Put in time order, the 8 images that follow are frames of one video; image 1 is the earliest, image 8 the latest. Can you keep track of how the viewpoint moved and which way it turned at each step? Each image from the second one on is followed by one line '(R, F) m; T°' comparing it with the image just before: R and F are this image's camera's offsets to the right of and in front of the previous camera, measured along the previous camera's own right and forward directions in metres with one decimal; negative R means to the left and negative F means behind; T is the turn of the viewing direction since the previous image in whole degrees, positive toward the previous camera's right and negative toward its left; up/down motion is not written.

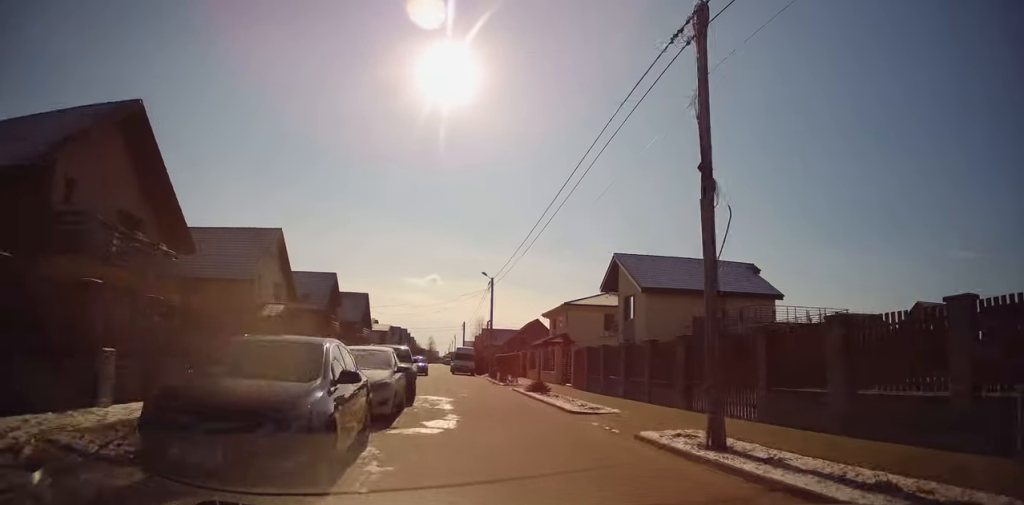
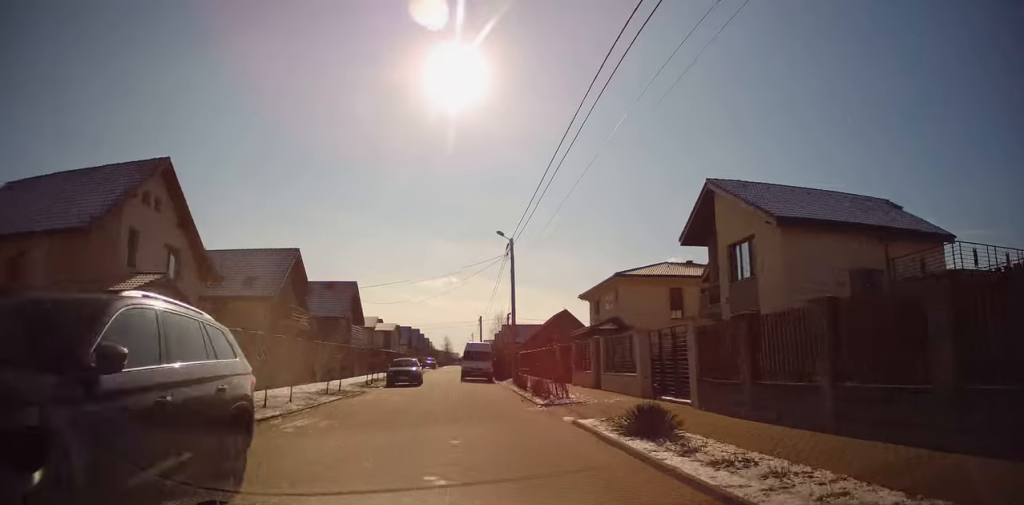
(+0.3, +13.6) m; -1°
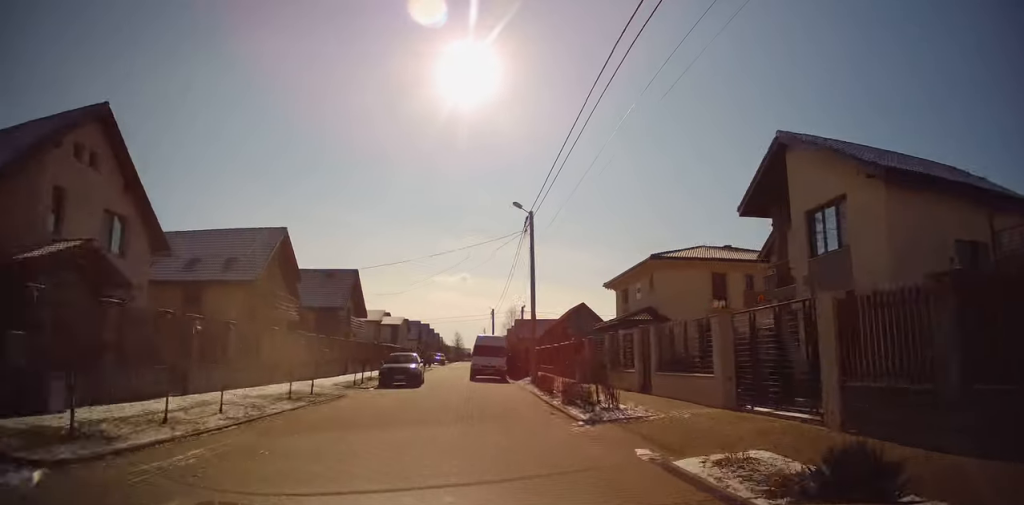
(-0.1, +4.5) m; -1°
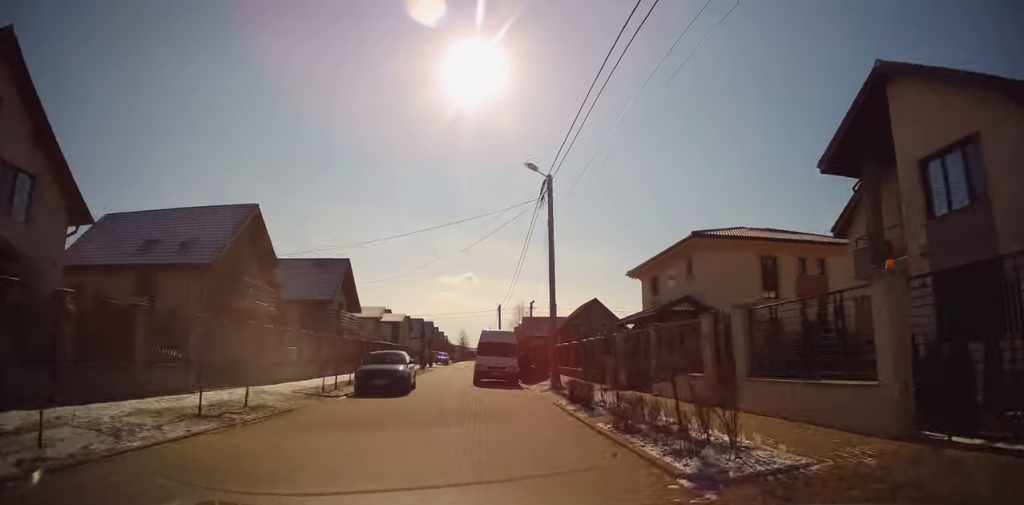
(-0.1, +4.6) m; -1°
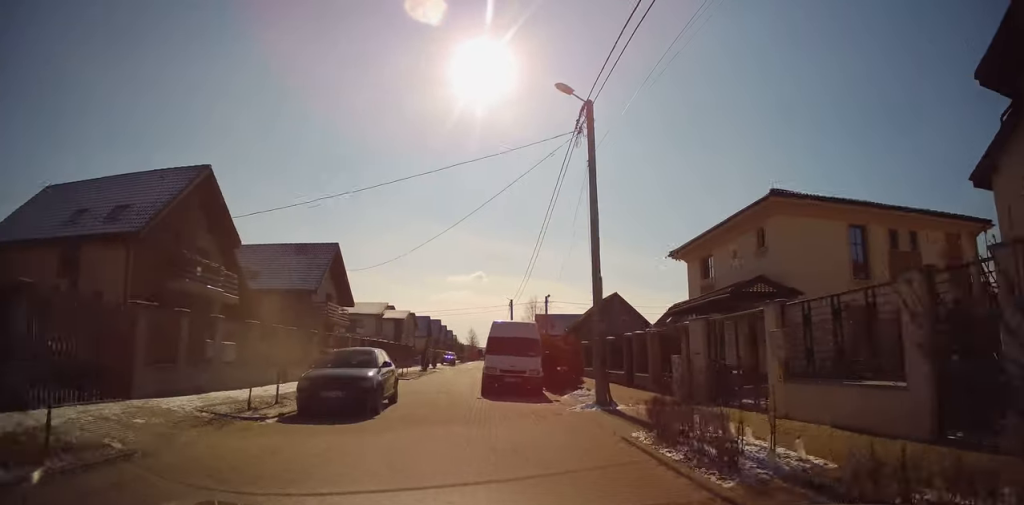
(0.0, +5.7) m; -2°
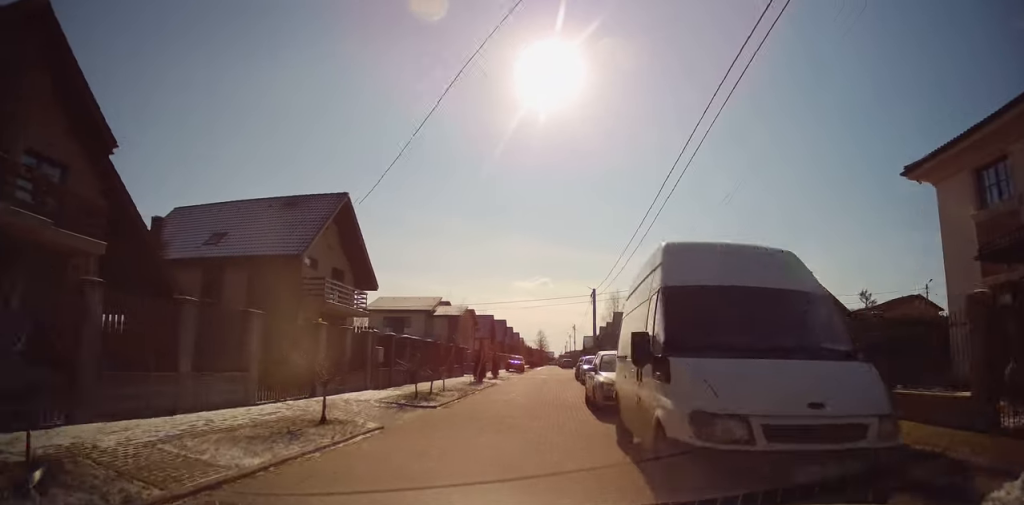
(-0.8, +14.2) m; -3°
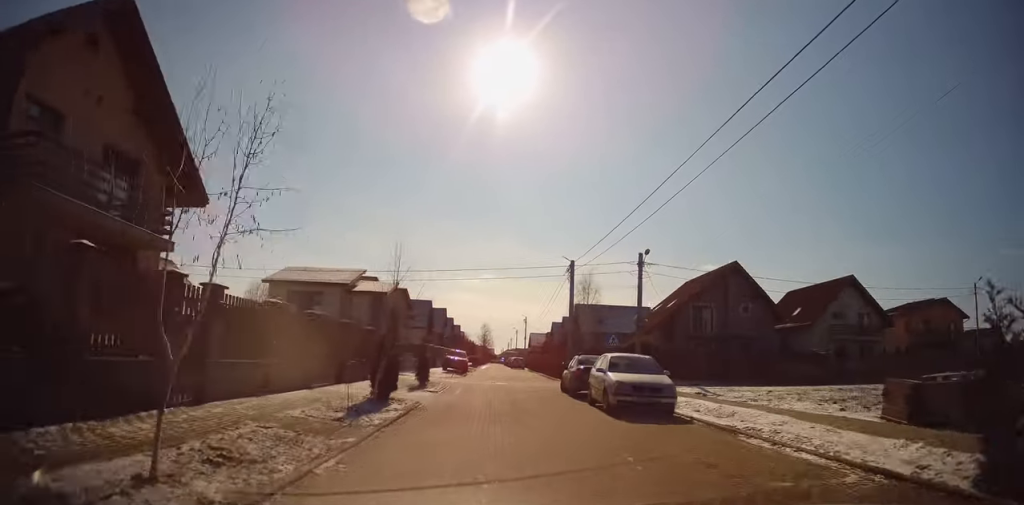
(+0.5, +15.1) m; +4°
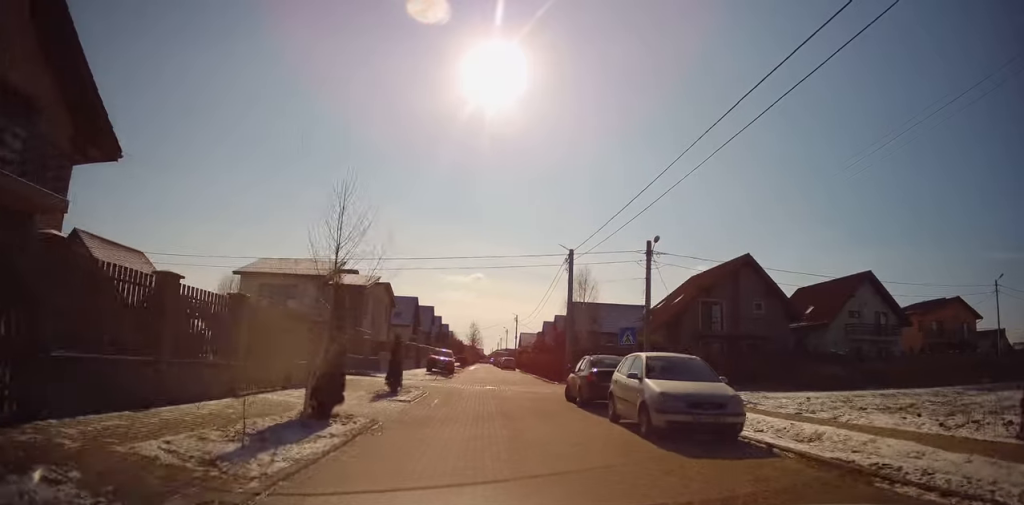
(-0.1, +3.7) m; +2°
